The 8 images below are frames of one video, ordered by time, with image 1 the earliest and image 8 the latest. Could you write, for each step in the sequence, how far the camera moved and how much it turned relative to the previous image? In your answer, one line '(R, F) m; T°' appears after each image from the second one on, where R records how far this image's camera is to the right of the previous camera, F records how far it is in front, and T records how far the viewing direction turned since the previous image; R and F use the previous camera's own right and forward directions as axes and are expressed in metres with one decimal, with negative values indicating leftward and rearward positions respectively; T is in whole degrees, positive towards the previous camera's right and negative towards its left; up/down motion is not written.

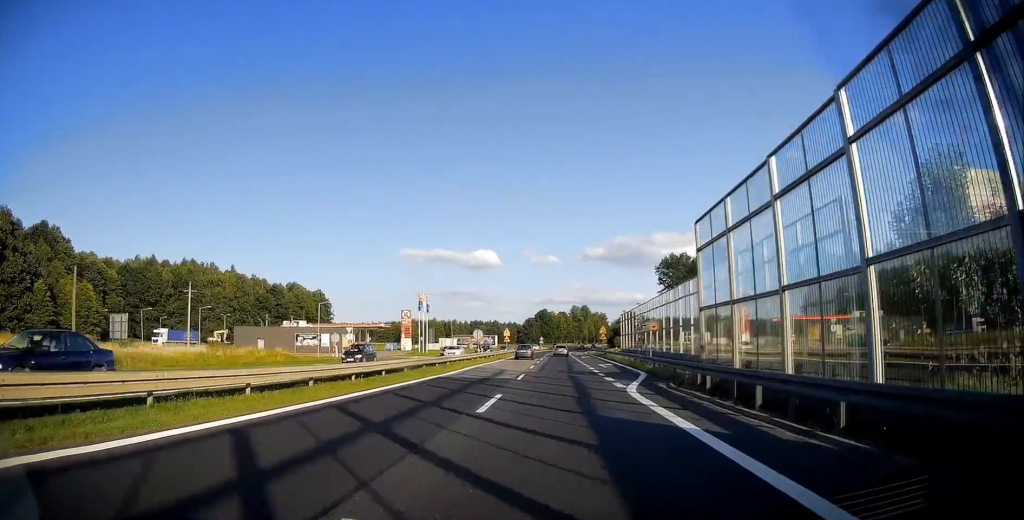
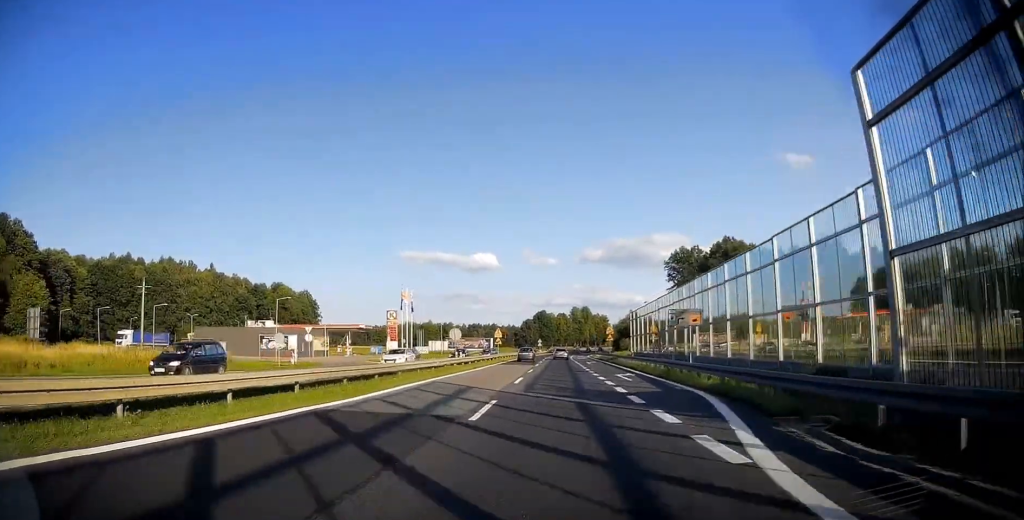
(0.0, +12.8) m; 0°
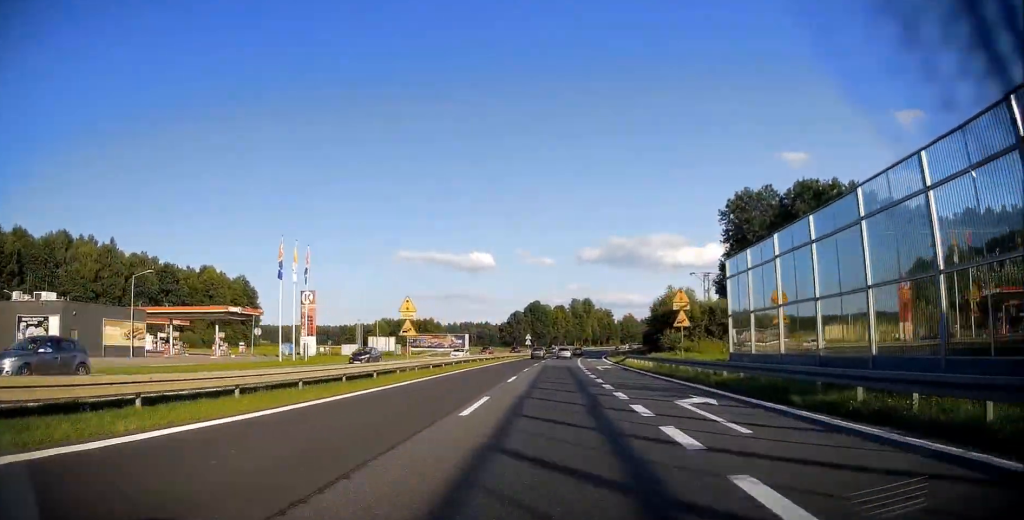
(+0.2, +46.8) m; 0°
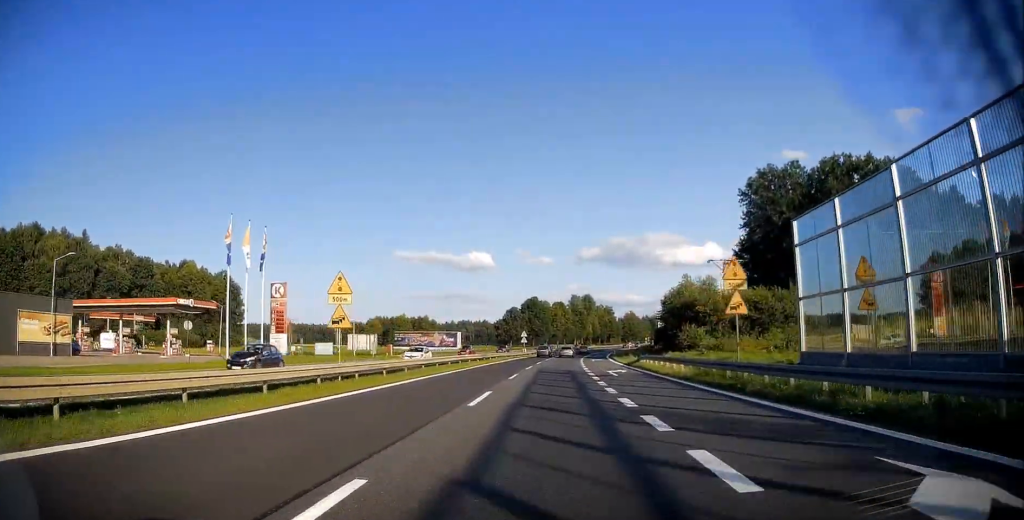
(0.0, +10.2) m; 0°
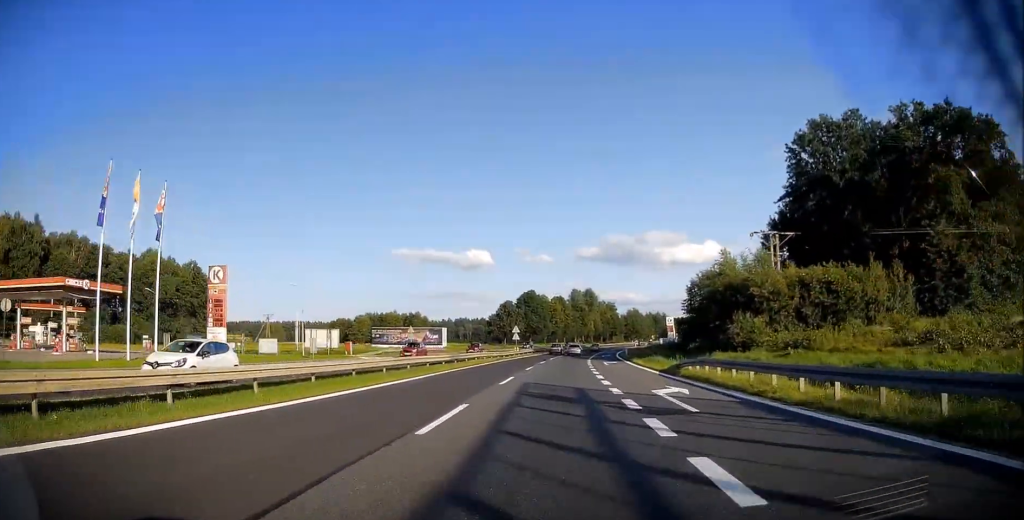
(-0.1, +16.4) m; 0°
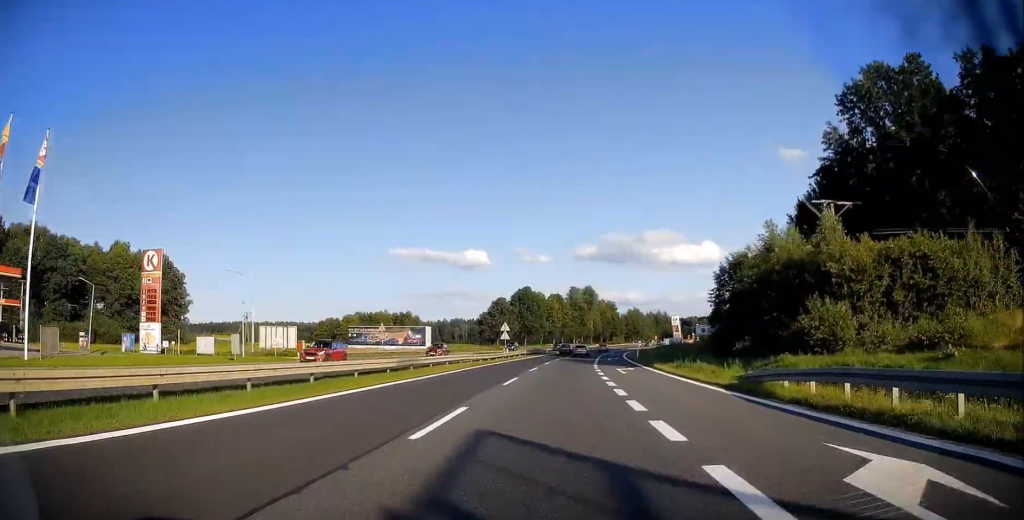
(-0.2, +12.4) m; 0°
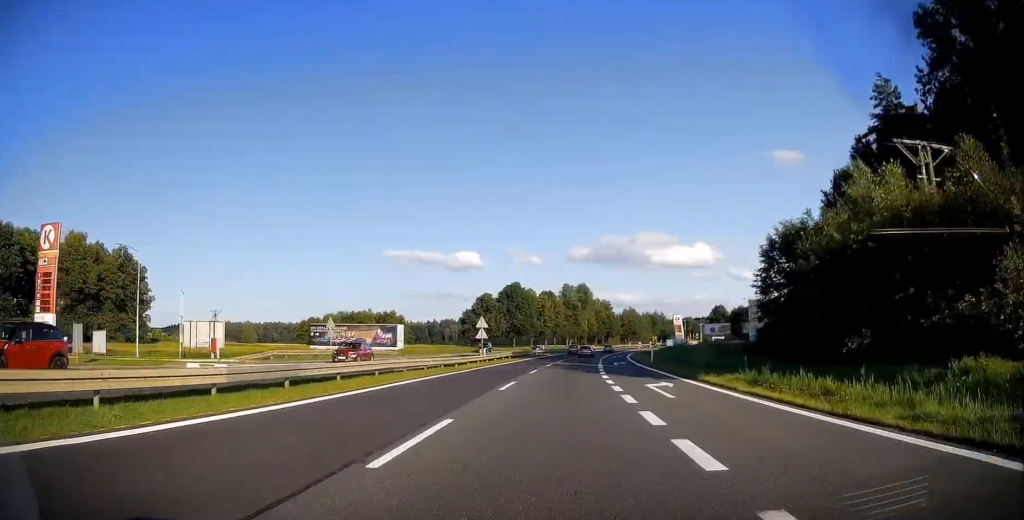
(+0.3, +13.9) m; +1°
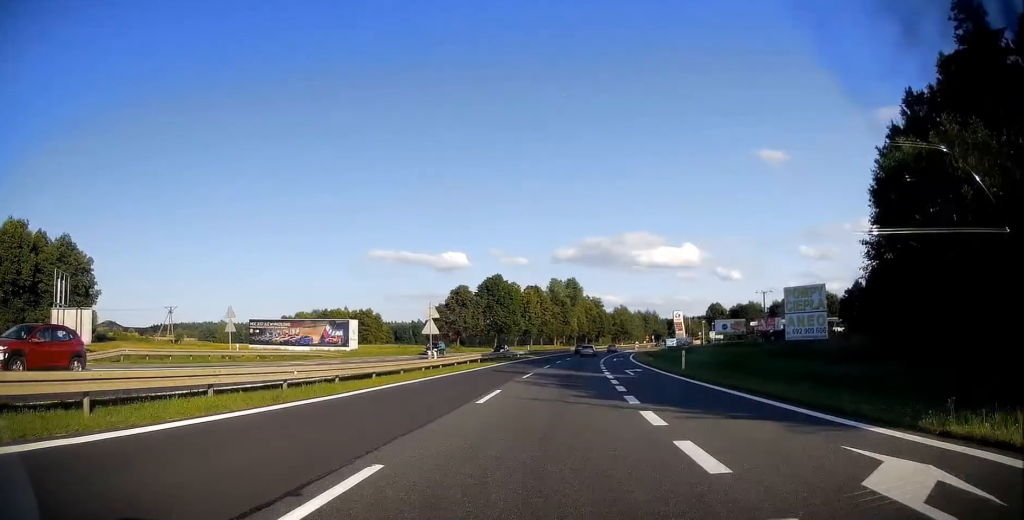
(+0.2, +16.2) m; +1°
